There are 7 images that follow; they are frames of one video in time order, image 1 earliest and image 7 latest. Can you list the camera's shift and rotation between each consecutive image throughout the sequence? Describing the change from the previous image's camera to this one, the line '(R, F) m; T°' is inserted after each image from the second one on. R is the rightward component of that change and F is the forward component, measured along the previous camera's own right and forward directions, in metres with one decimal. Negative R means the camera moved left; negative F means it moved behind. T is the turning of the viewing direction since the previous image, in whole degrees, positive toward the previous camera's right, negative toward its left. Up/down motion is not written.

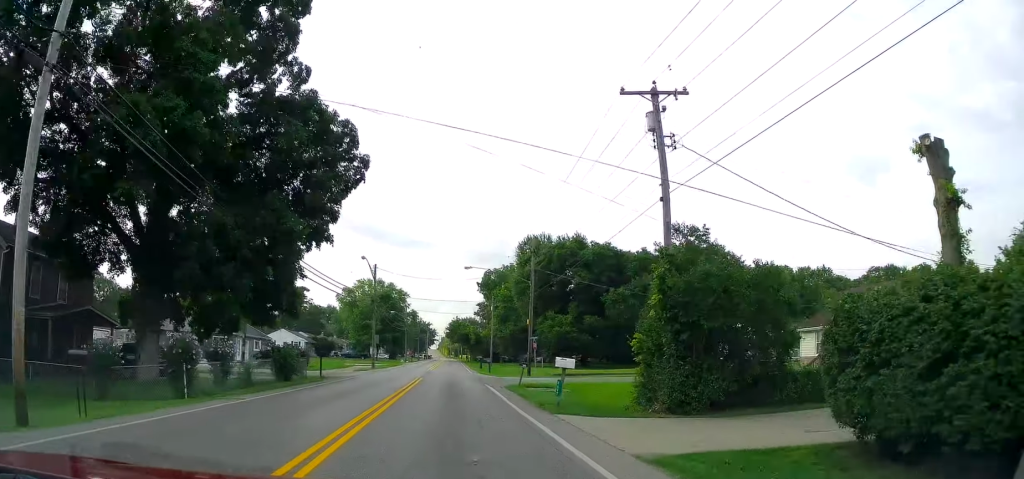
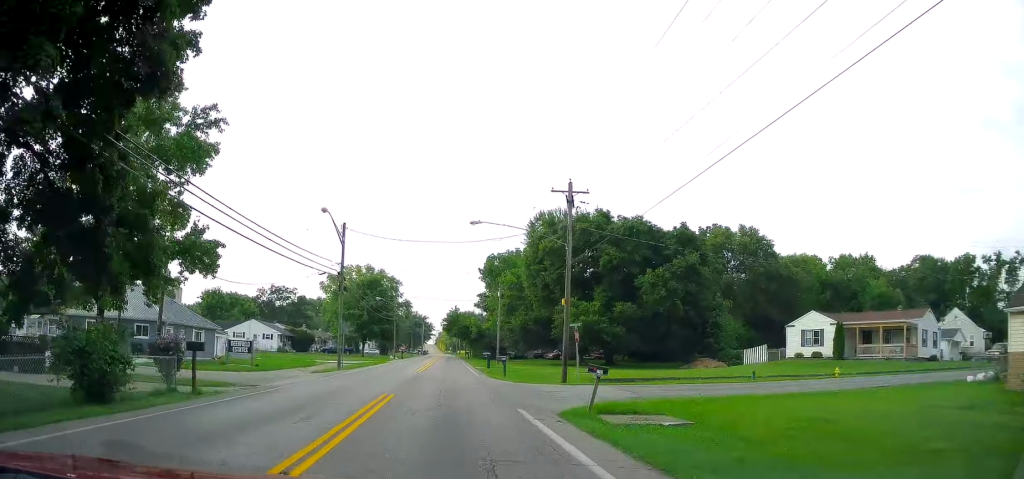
(-0.3, +15.7) m; 0°
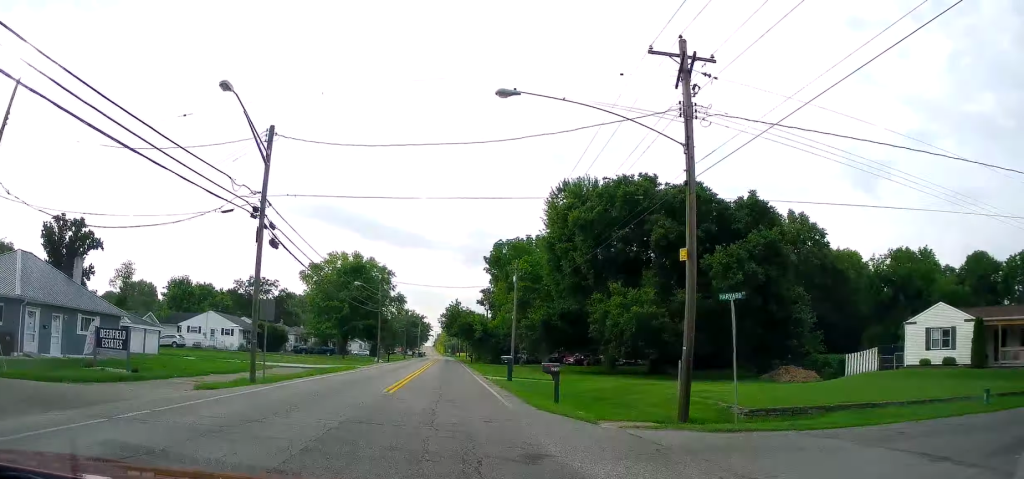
(+0.3, +17.3) m; 0°
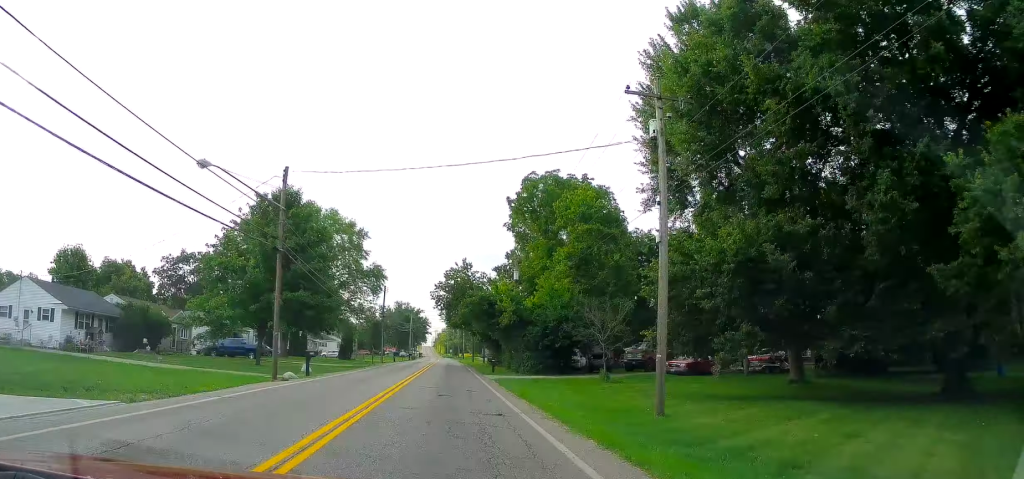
(-0.7, +38.6) m; -1°
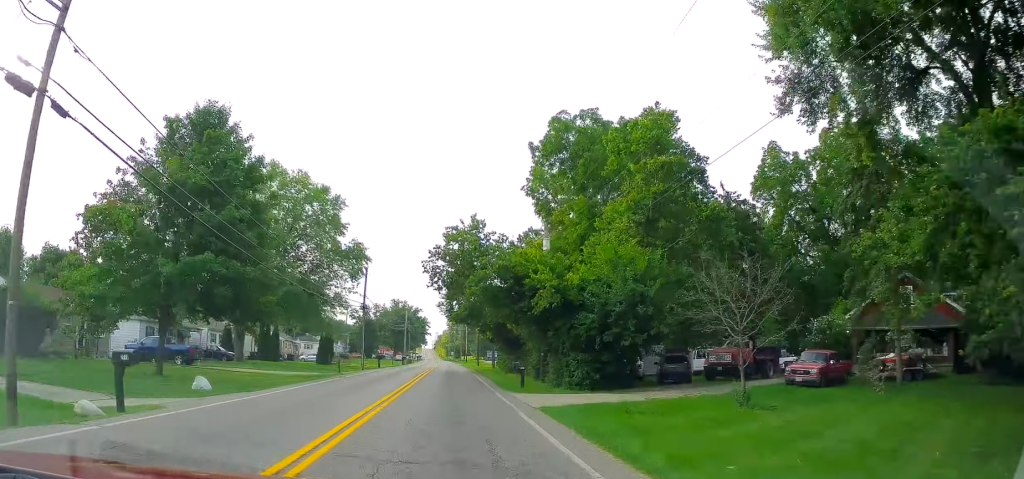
(+0.1, +16.8) m; +1°
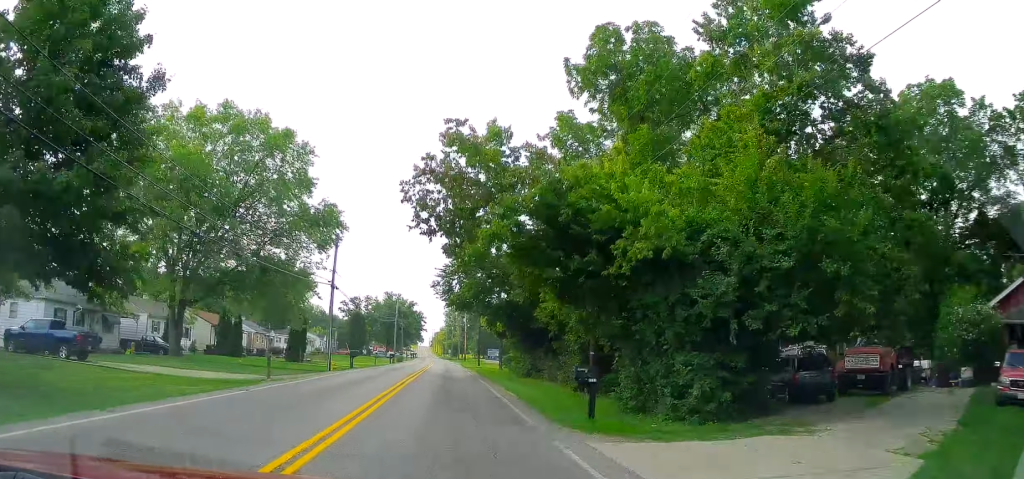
(+0.2, +13.8) m; +1°
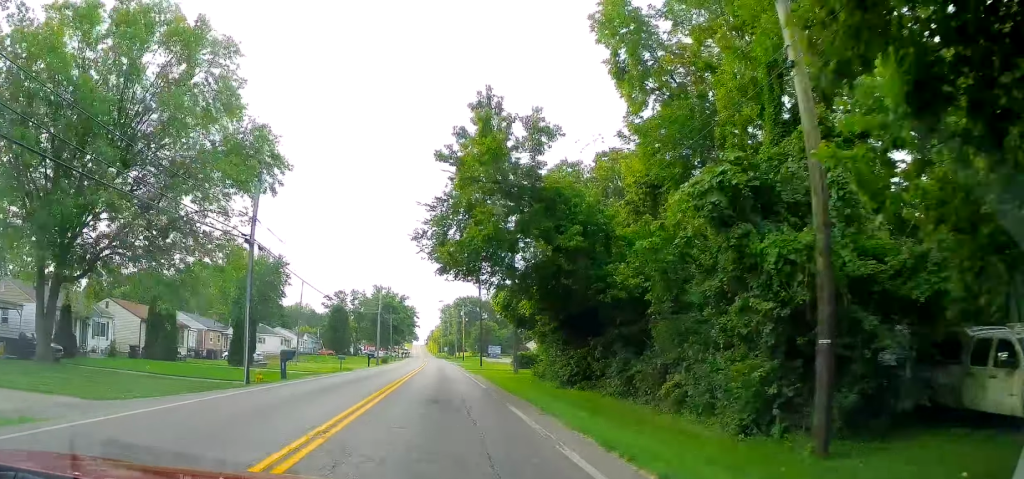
(+0.1, +15.9) m; 0°
